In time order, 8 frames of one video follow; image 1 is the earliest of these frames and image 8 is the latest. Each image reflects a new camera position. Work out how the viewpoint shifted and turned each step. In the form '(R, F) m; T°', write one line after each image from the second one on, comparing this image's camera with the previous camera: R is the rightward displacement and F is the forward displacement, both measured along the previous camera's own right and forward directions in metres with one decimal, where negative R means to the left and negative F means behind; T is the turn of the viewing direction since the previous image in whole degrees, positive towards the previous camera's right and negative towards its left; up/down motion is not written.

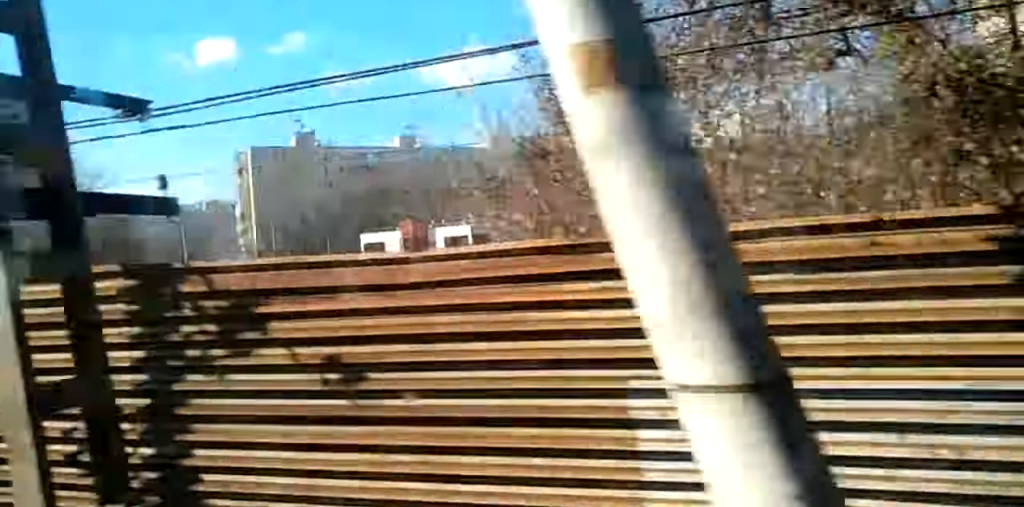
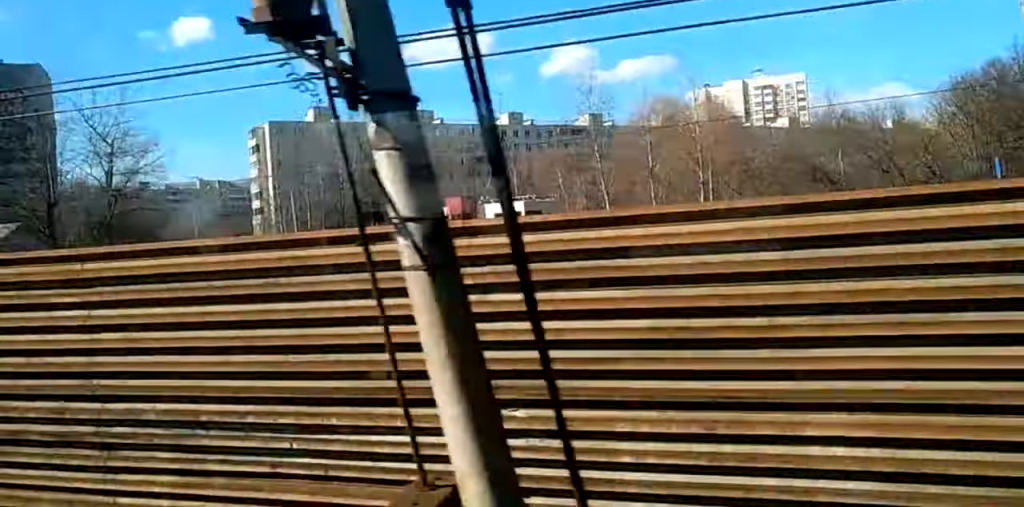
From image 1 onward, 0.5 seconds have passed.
(-0.2, +8.6) m; +1°
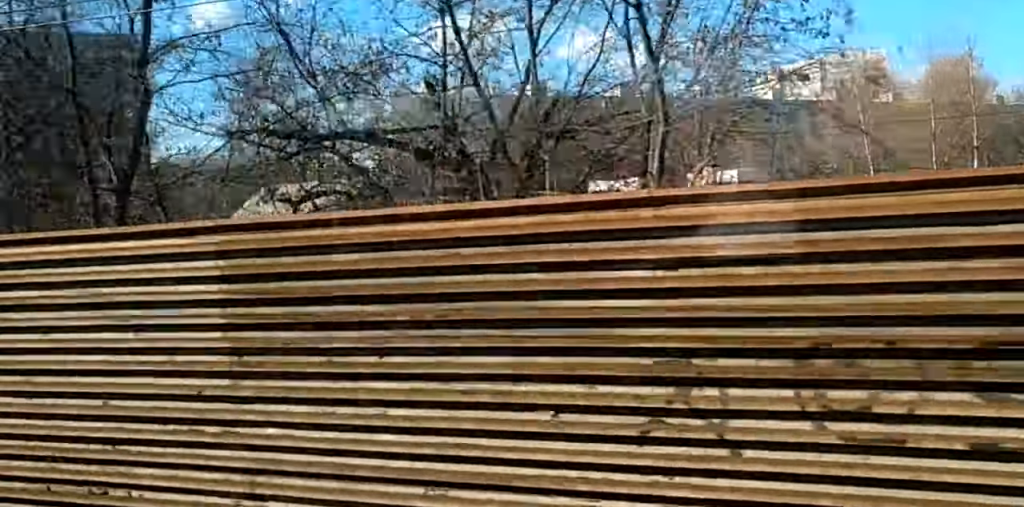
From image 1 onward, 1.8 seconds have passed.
(+0.7, +19.7) m; 0°
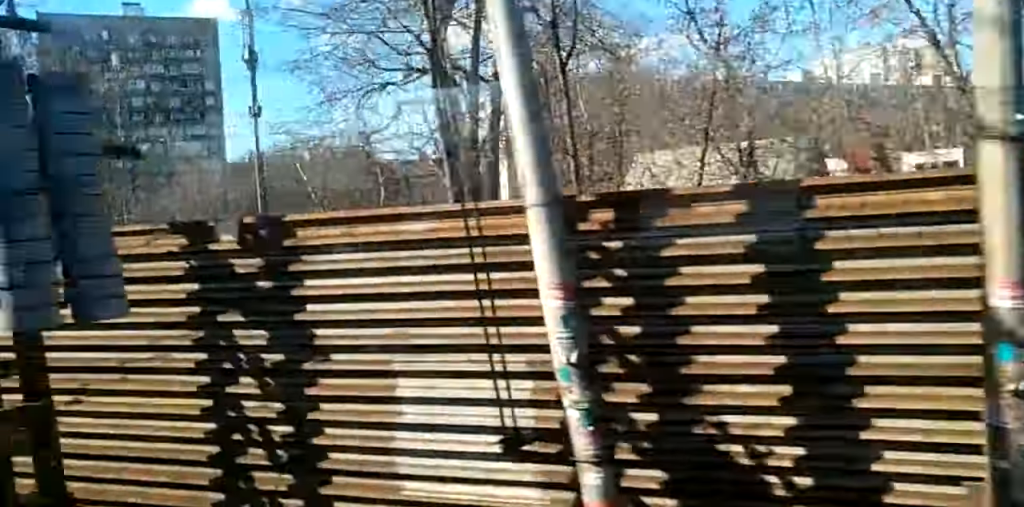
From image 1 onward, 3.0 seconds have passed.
(-0.6, +18.7) m; -2°
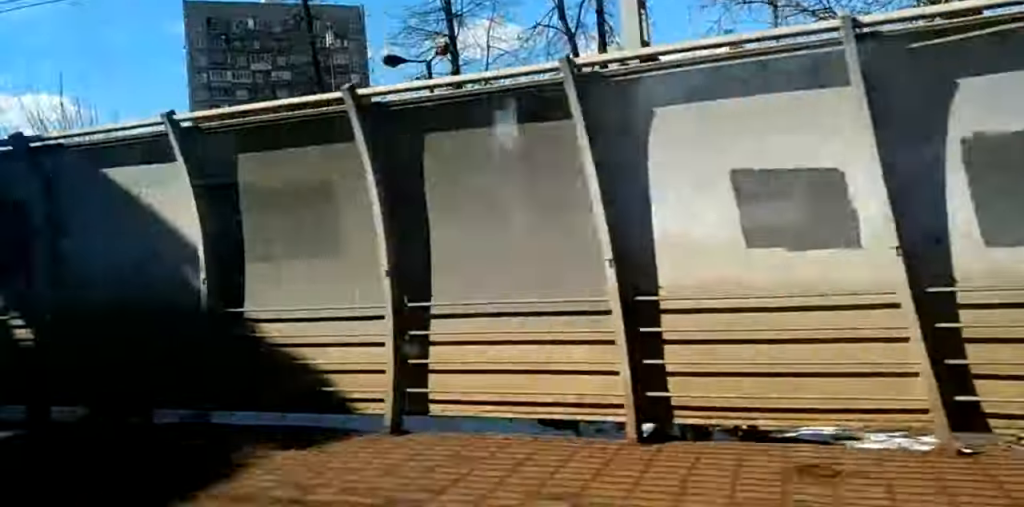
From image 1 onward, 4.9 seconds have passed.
(-0.1, +28.6) m; 0°
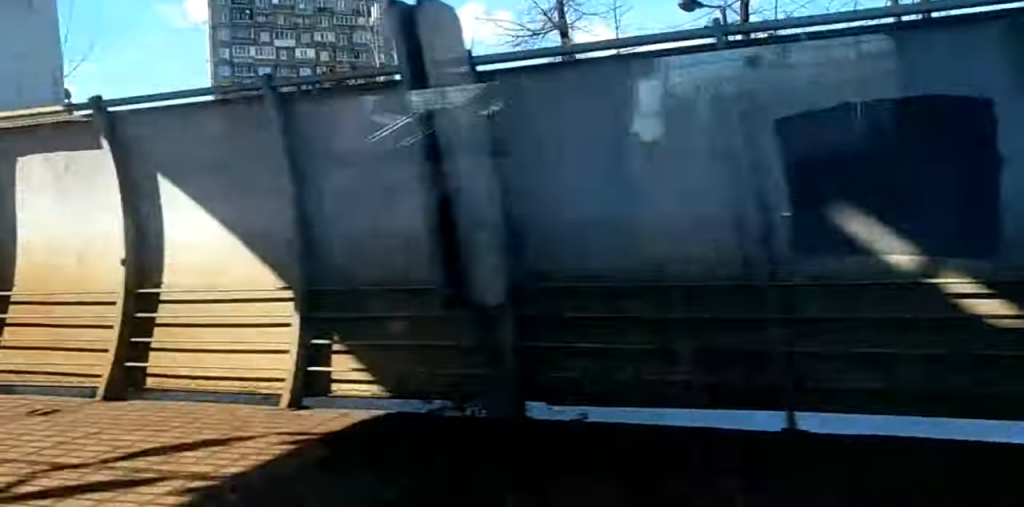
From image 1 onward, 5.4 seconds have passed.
(0.0, +6.9) m; 0°
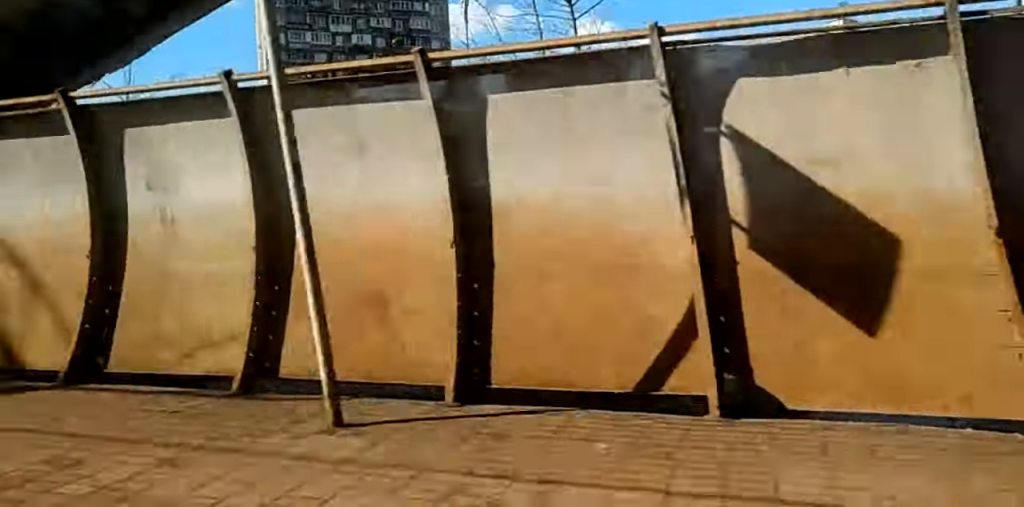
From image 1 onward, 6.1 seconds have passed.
(0.0, +10.2) m; 0°
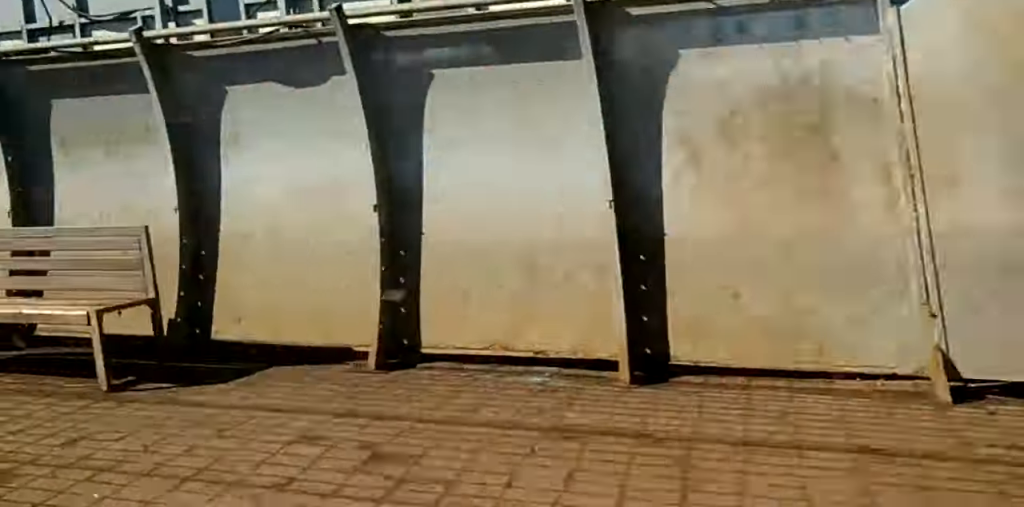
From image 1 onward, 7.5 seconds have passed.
(0.0, +20.0) m; -1°
